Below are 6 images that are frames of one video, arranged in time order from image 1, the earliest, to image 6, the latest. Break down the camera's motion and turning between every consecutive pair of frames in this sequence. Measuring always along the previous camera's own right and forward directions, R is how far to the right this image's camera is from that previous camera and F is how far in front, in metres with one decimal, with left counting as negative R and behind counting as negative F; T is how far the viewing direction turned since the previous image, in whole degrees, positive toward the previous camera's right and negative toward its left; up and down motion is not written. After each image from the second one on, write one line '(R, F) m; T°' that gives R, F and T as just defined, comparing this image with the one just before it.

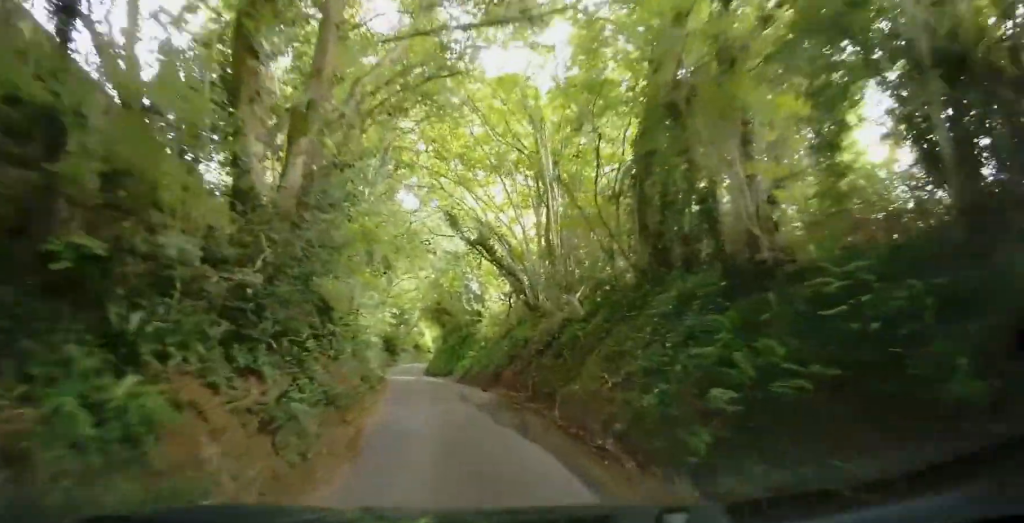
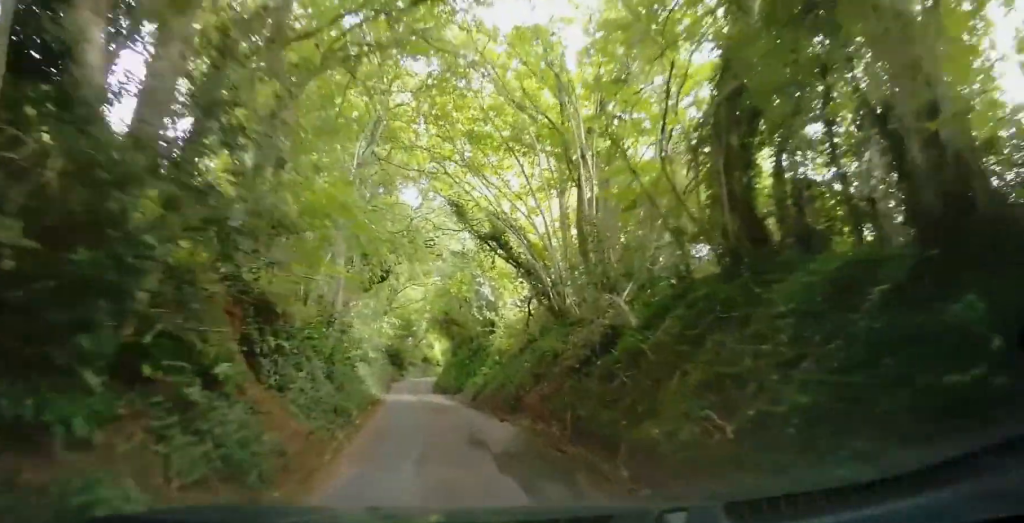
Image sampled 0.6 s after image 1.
(-0.2, +3.4) m; -2°
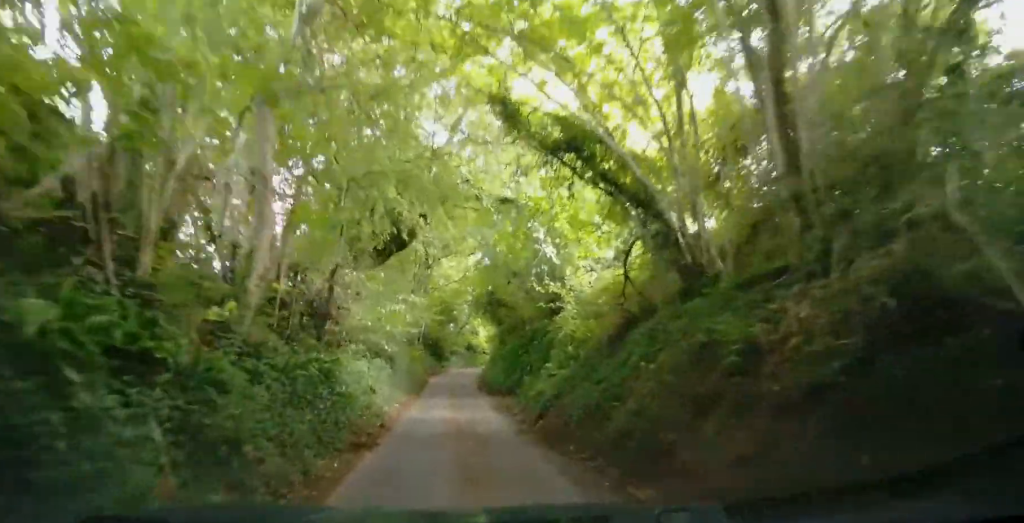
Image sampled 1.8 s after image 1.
(-0.2, +7.1) m; -5°
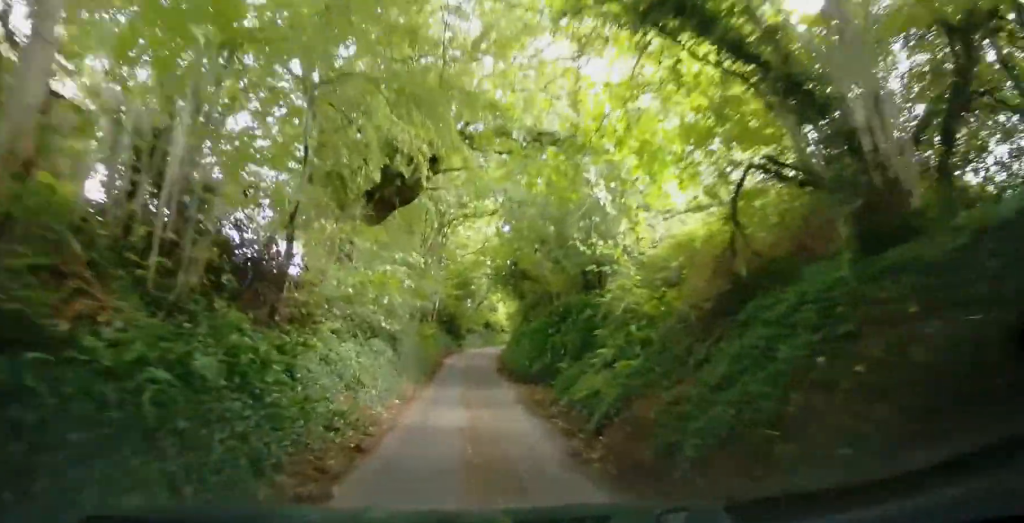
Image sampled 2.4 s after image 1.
(-0.2, +3.8) m; +1°
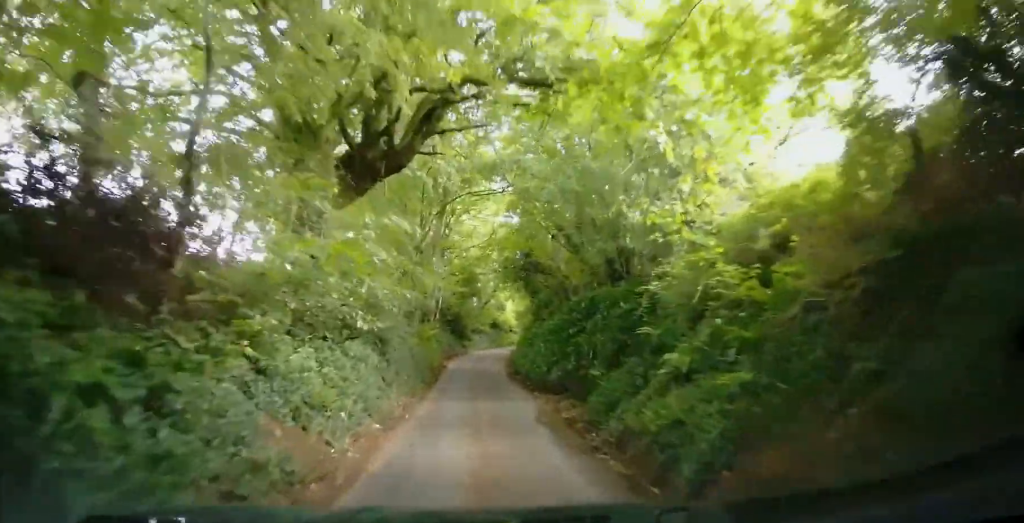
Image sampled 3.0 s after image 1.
(-0.3, +2.9) m; +2°
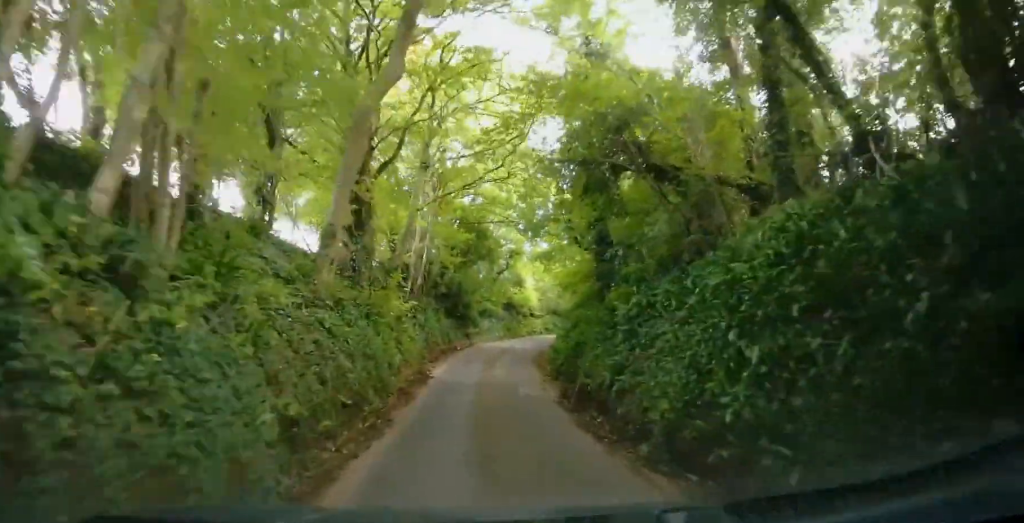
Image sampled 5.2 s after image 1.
(-0.4, +12.3) m; -4°
